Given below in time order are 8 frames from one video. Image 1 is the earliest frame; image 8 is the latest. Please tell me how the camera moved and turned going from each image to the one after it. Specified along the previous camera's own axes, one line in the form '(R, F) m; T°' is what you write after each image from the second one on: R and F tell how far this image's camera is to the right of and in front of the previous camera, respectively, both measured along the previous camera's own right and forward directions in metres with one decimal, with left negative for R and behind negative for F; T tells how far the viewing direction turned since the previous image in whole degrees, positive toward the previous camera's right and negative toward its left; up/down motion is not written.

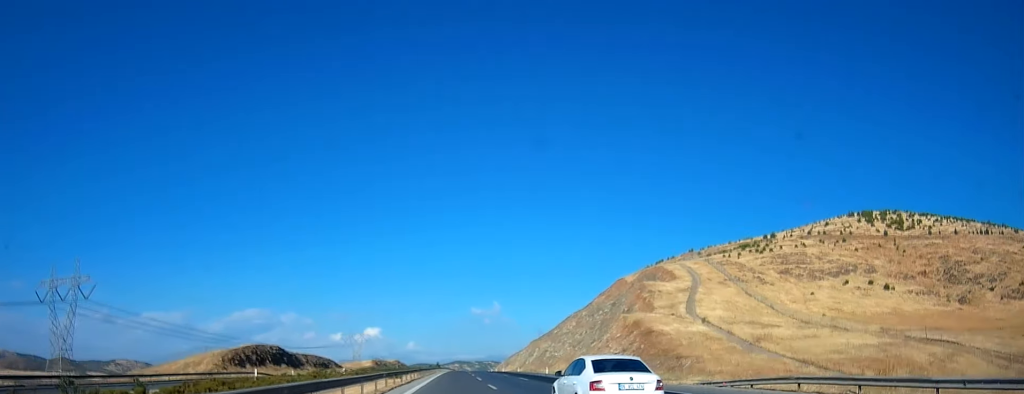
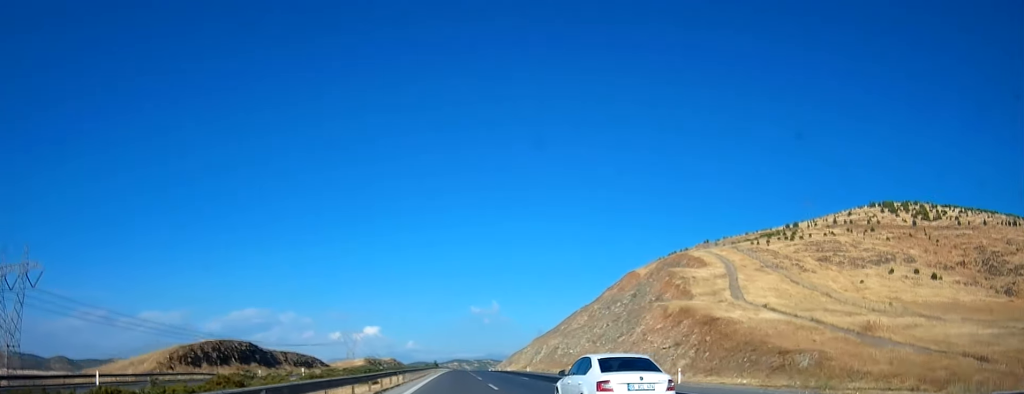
(0.0, +18.4) m; 0°
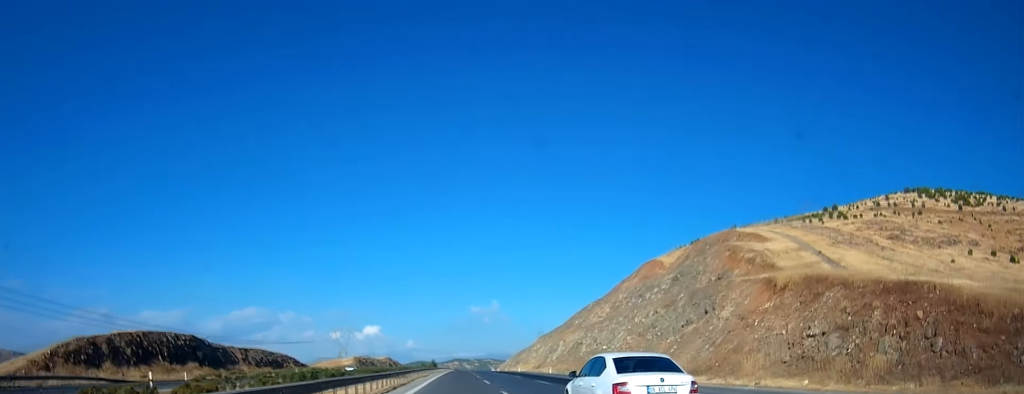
(0.0, +26.4) m; 0°
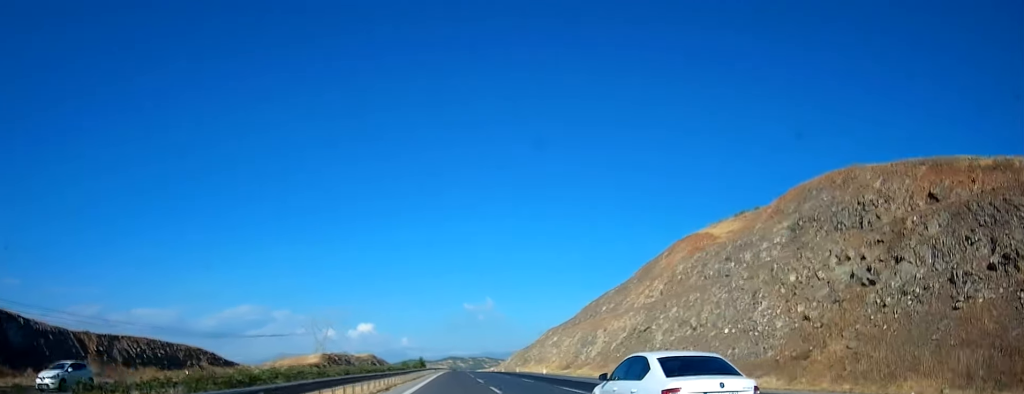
(0.0, +44.6) m; 0°
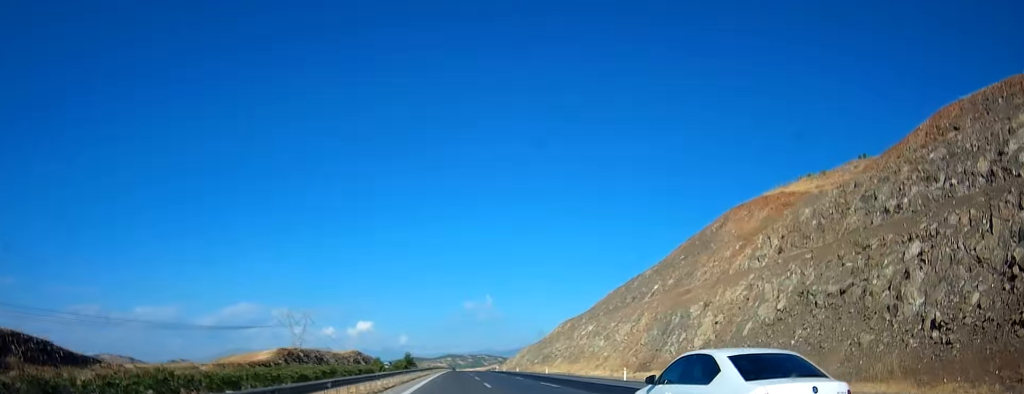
(+0.3, +43.0) m; +1°
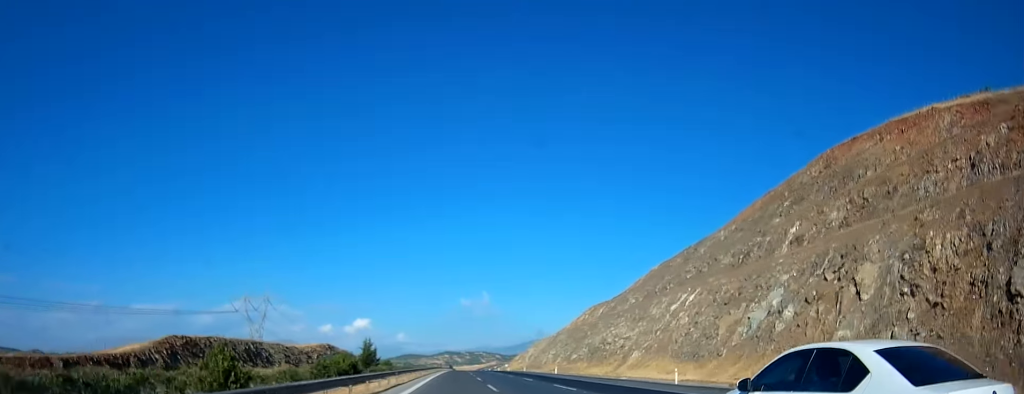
(+0.3, +53.2) m; 0°
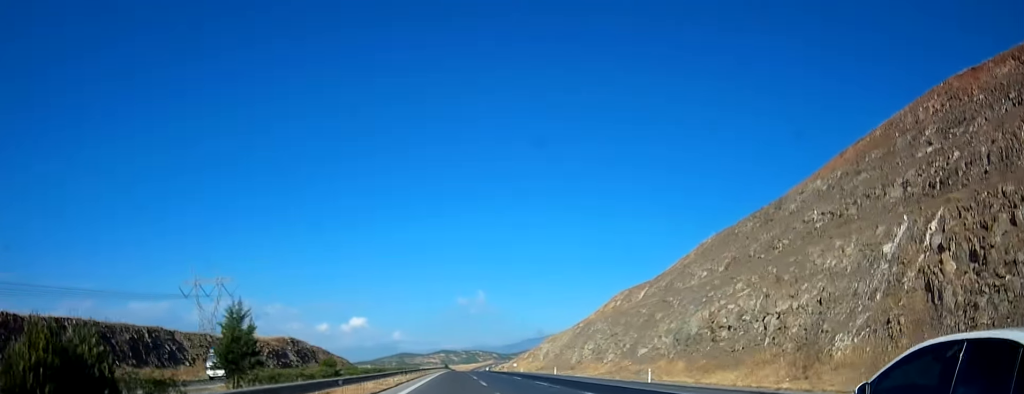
(-0.1, +40.5) m; 0°
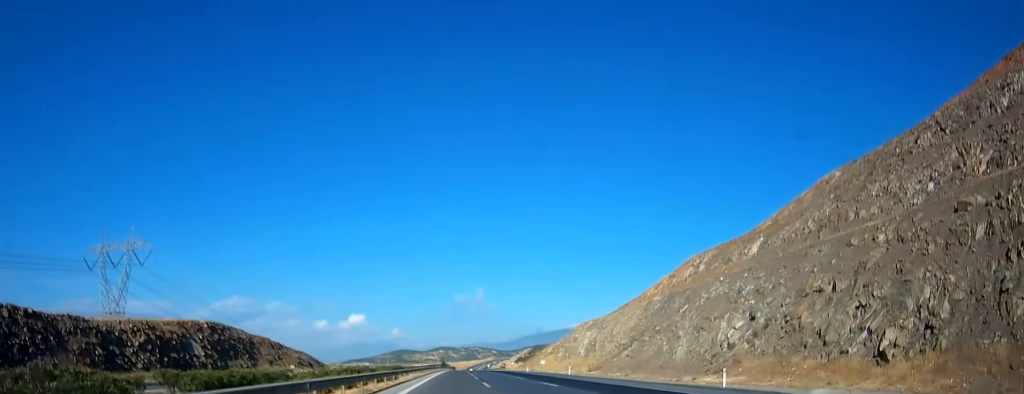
(+0.1, +51.7) m; 0°
